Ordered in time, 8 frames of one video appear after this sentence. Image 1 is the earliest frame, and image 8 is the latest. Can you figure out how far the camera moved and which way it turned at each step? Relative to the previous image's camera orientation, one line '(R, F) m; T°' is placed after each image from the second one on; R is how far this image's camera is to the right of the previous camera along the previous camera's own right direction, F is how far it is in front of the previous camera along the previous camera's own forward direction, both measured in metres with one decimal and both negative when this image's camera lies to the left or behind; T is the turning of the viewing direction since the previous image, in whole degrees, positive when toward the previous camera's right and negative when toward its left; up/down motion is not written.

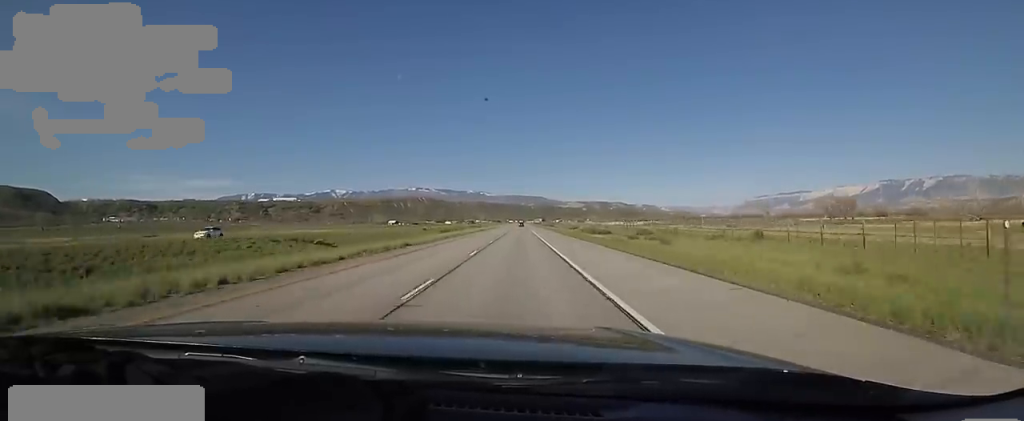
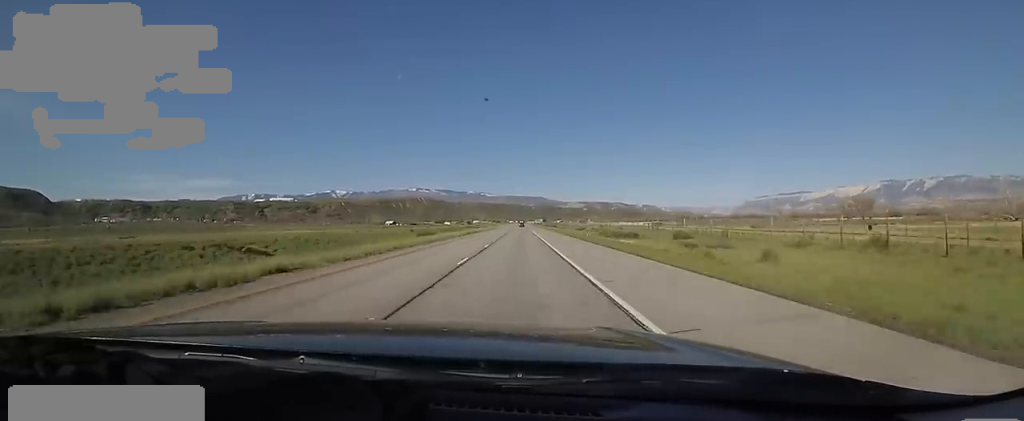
(+0.2, +16.8) m; +1°
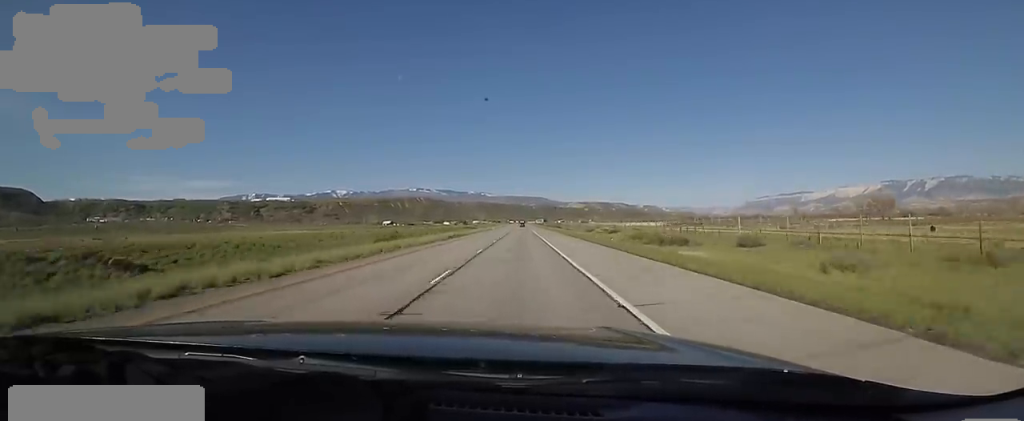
(+0.2, +16.8) m; +1°
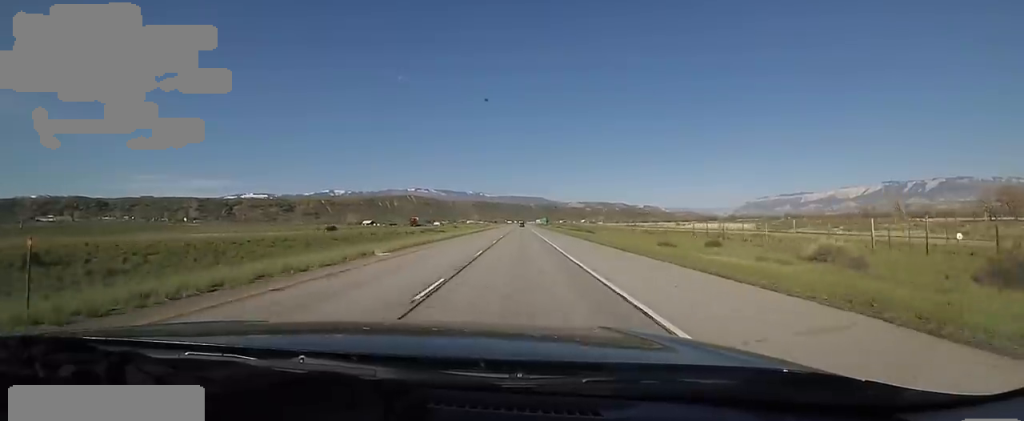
(-0.9, +85.7) m; 0°
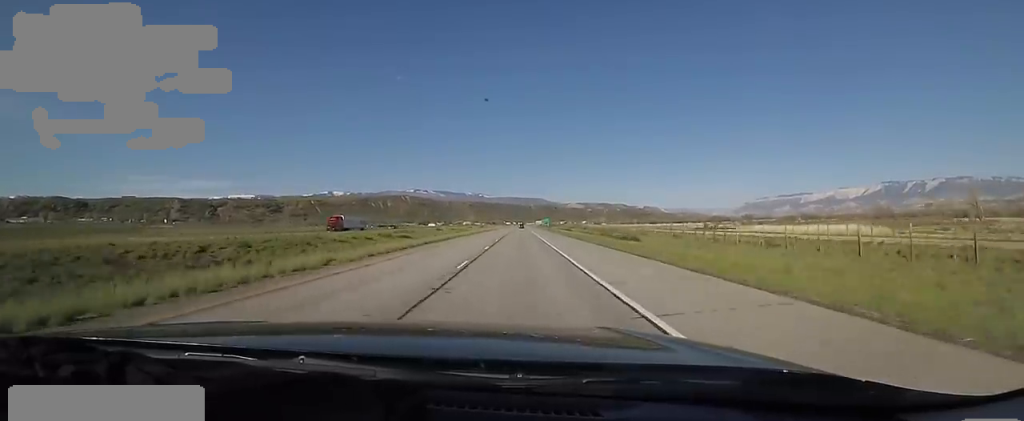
(+0.5, +42.3) m; 0°
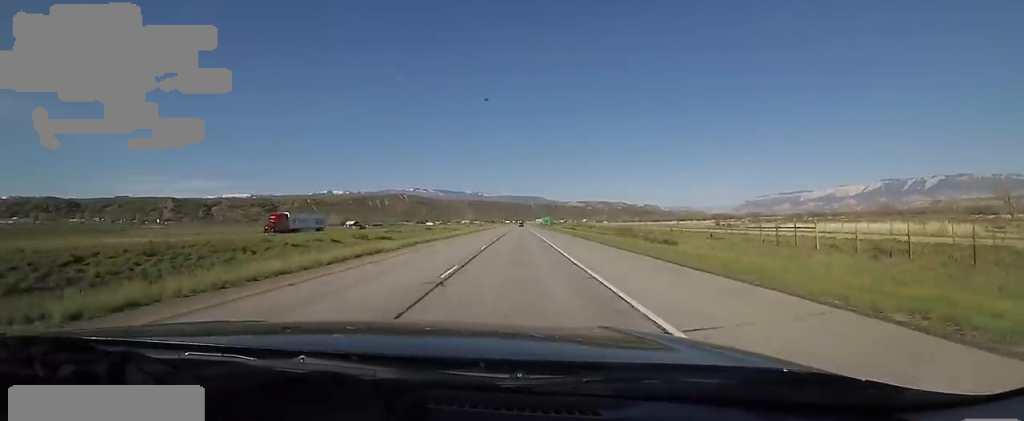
(+0.1, +14.5) m; 0°
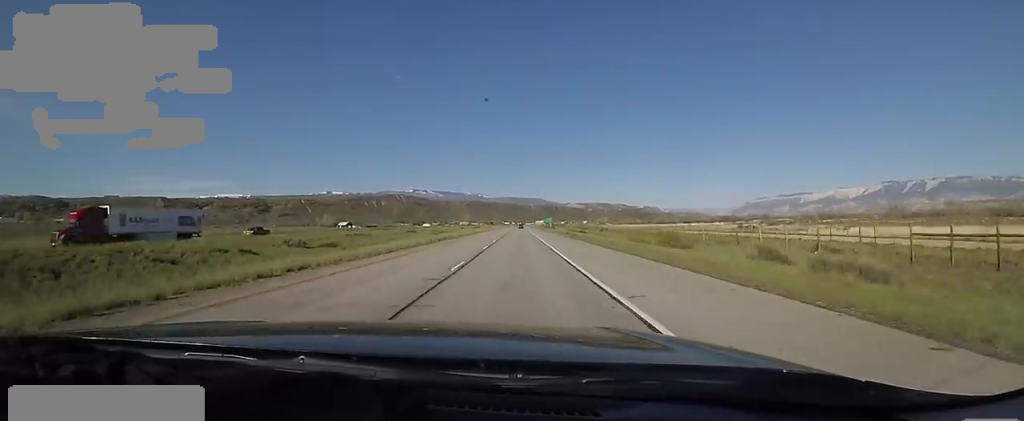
(-0.4, +22.2) m; 0°
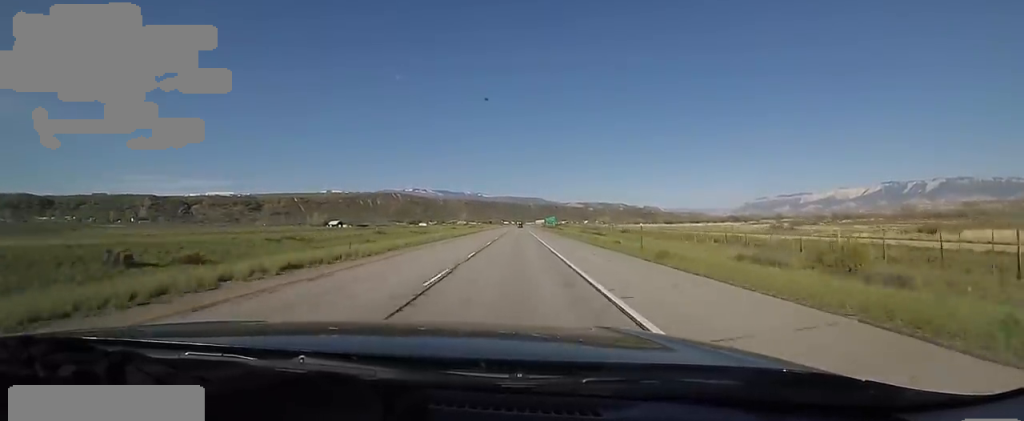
(+0.2, +26.7) m; +1°
